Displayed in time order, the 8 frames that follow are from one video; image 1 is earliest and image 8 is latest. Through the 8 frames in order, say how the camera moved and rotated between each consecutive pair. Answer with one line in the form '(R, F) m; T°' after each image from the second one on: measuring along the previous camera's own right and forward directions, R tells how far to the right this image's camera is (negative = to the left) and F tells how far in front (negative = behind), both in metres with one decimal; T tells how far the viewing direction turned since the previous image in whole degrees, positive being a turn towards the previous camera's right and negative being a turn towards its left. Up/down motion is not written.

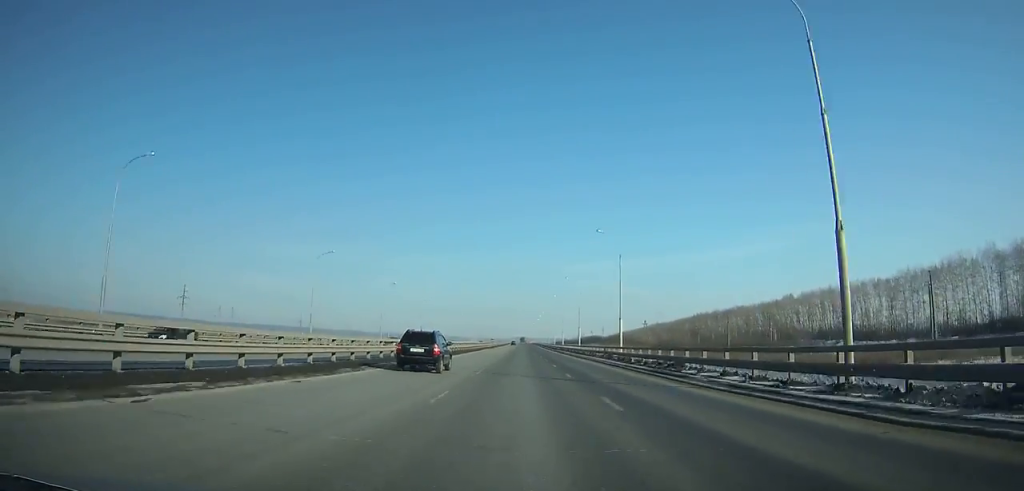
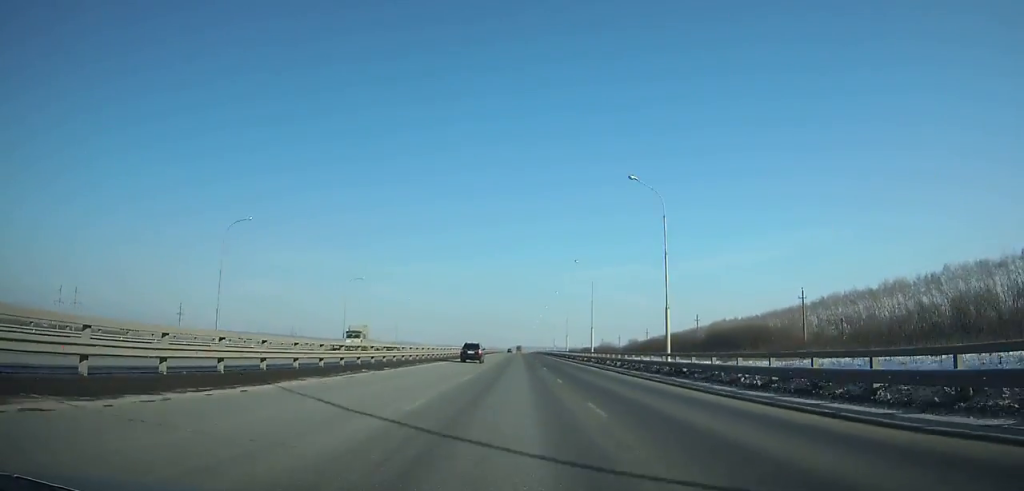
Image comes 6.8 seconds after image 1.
(0.0, +180.2) m; 0°
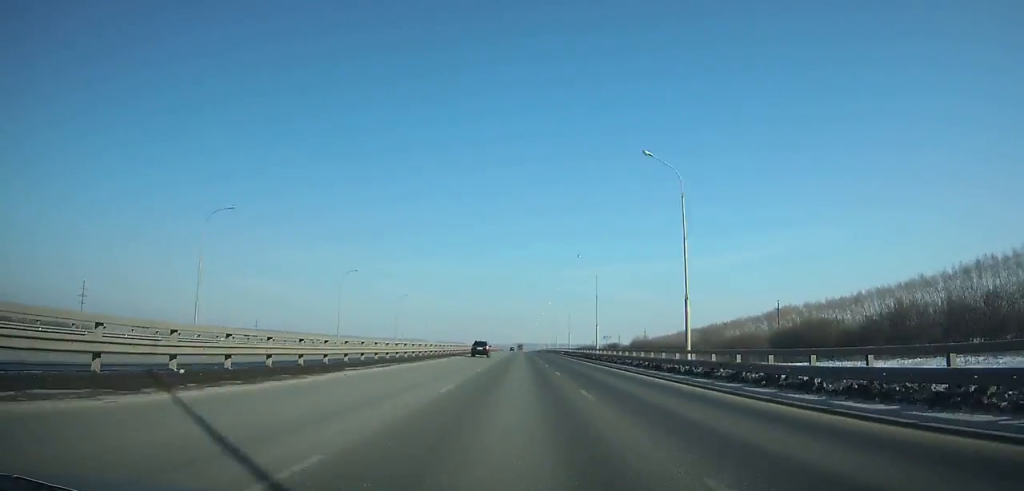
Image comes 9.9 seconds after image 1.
(-0.1, +82.6) m; 0°
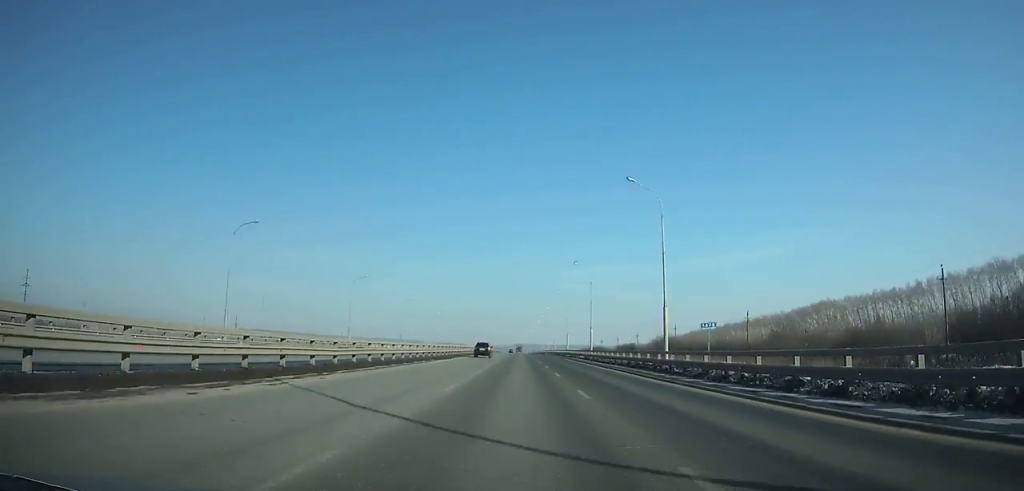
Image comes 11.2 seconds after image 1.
(0.0, +34.6) m; 0°
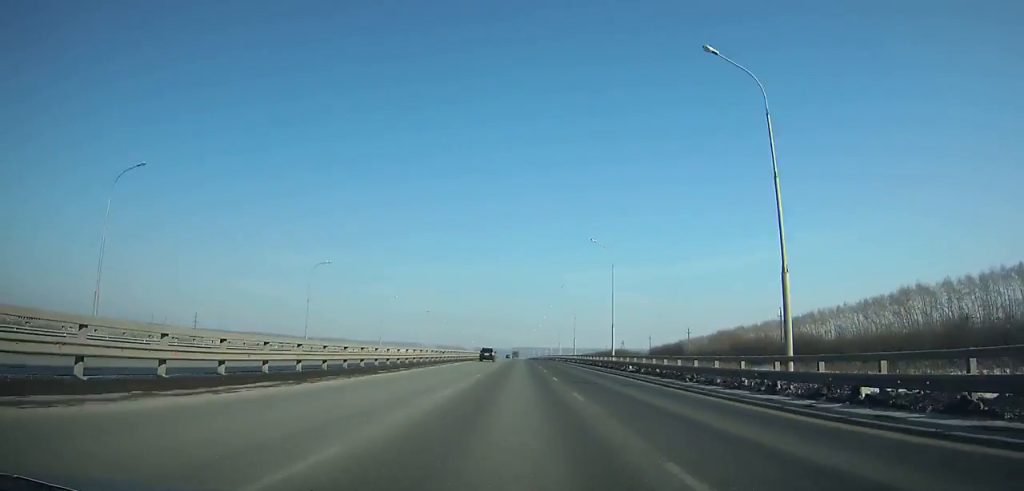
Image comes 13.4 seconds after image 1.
(0.0, +58.8) m; 0°
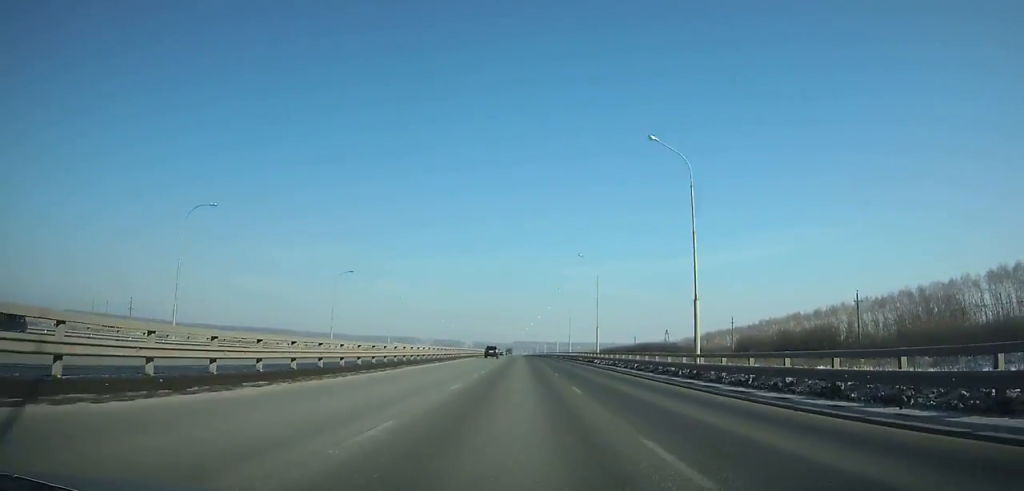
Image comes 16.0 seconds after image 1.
(0.0, +69.4) m; 0°
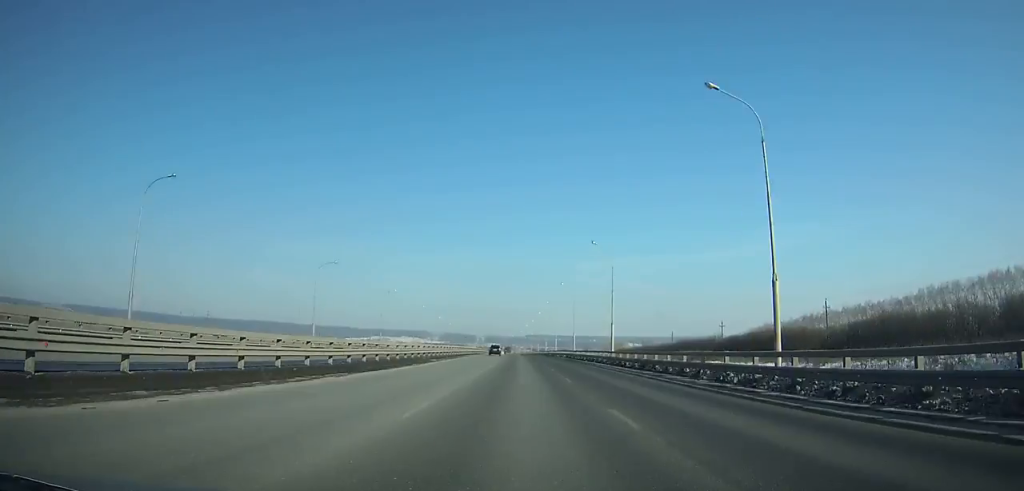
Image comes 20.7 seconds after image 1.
(-1.3, +125.8) m; -1°
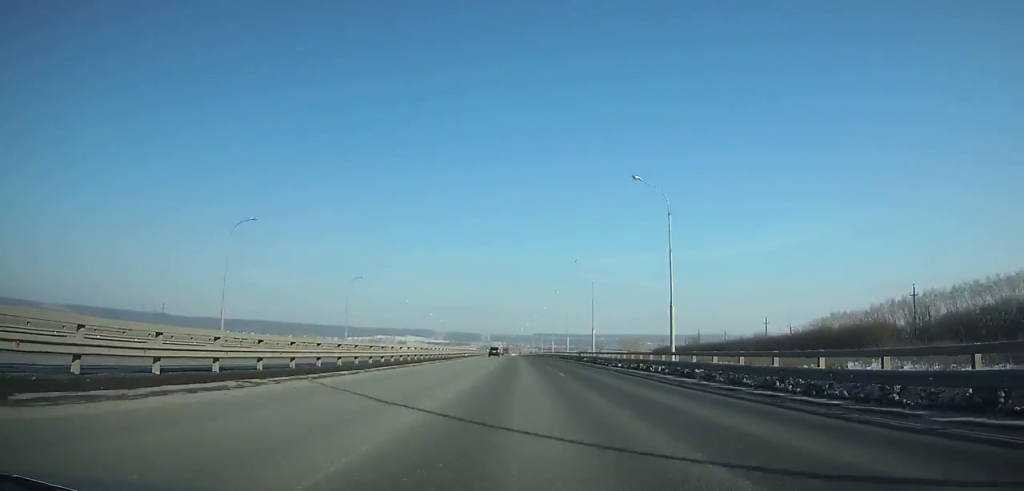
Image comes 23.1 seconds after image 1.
(-0.4, +64.4) m; -1°
